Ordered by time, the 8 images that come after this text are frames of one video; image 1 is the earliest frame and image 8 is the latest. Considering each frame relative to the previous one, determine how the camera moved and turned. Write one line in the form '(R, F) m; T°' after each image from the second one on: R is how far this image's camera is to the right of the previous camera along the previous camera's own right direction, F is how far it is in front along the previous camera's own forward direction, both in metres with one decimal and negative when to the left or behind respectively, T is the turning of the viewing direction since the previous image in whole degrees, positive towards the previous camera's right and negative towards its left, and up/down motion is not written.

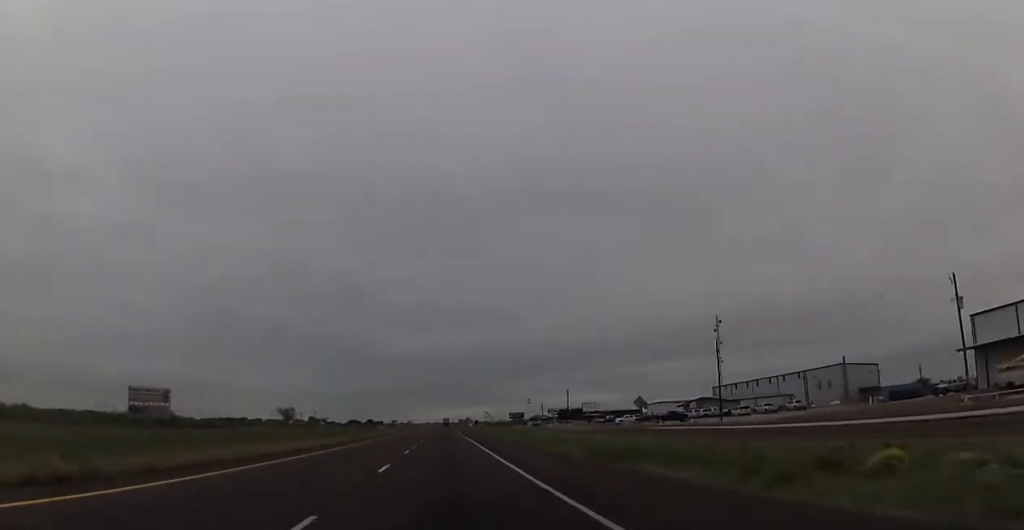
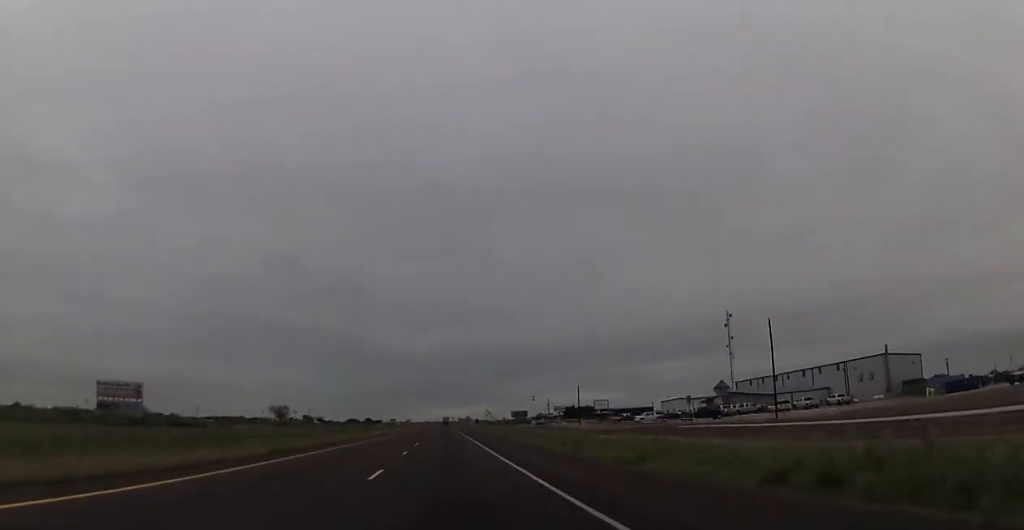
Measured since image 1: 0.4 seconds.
(0.0, +14.9) m; 0°
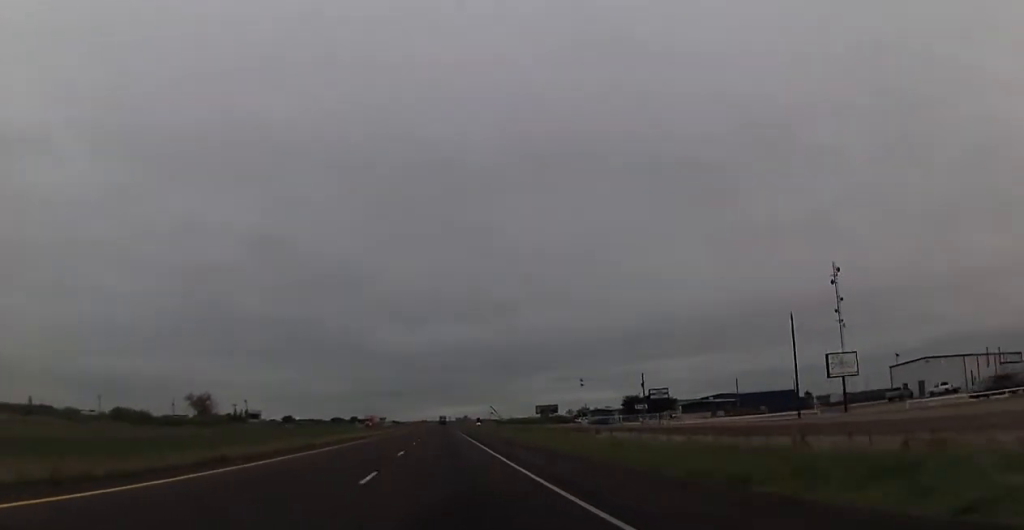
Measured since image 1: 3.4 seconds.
(-0.1, +110.3) m; 0°
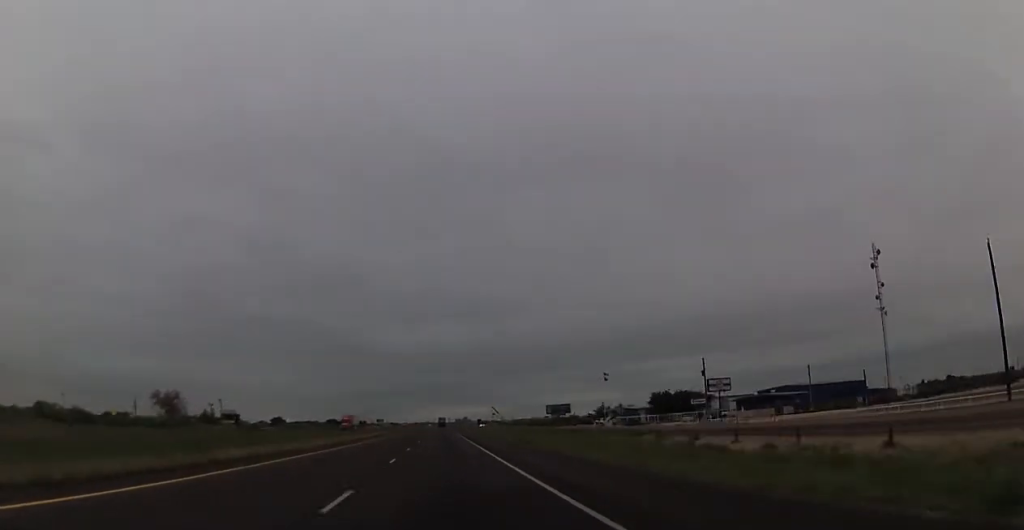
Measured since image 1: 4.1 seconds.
(0.0, +28.5) m; +1°
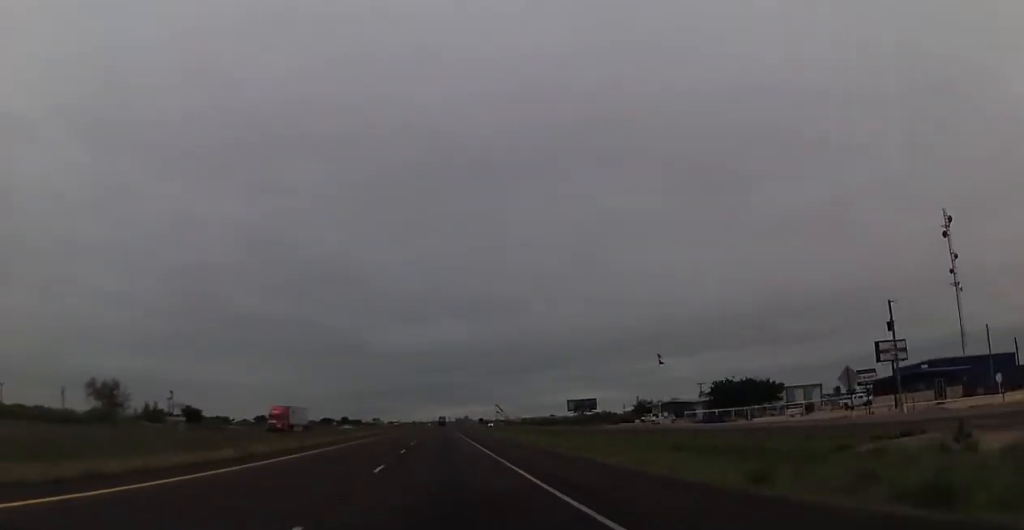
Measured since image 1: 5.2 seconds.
(+0.4, +40.8) m; 0°
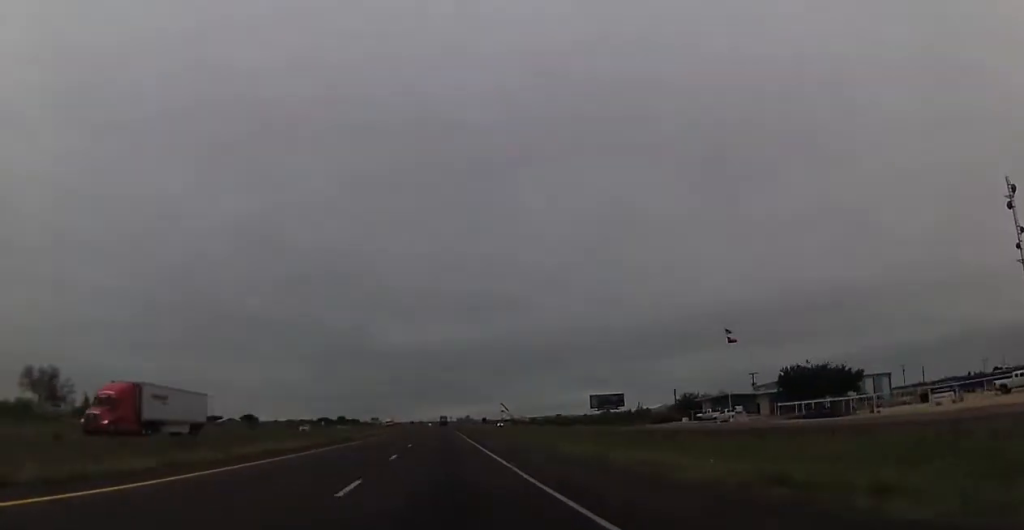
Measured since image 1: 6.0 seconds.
(-0.4, +29.7) m; -1°
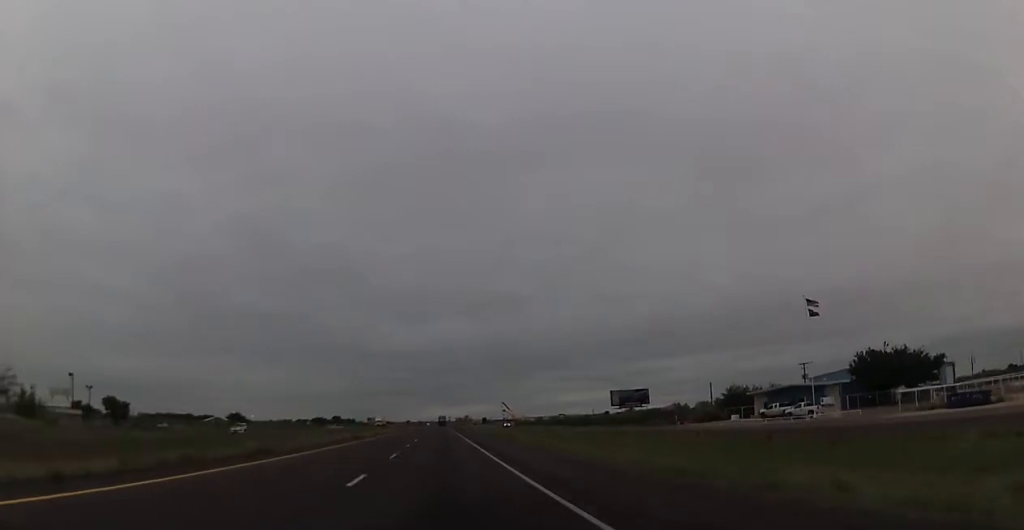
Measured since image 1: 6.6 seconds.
(0.0, +22.3) m; 0°
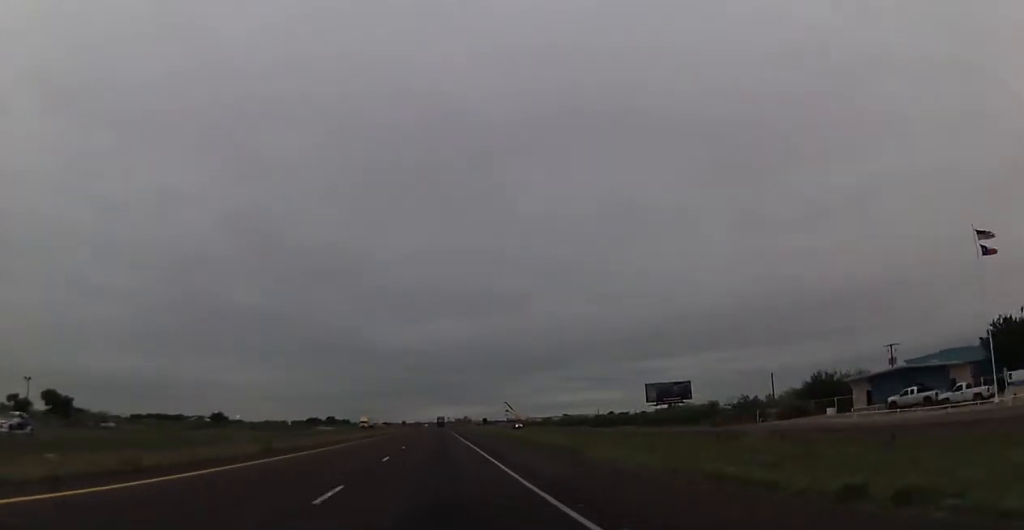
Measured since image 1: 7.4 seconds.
(+0.1, +27.2) m; 0°
